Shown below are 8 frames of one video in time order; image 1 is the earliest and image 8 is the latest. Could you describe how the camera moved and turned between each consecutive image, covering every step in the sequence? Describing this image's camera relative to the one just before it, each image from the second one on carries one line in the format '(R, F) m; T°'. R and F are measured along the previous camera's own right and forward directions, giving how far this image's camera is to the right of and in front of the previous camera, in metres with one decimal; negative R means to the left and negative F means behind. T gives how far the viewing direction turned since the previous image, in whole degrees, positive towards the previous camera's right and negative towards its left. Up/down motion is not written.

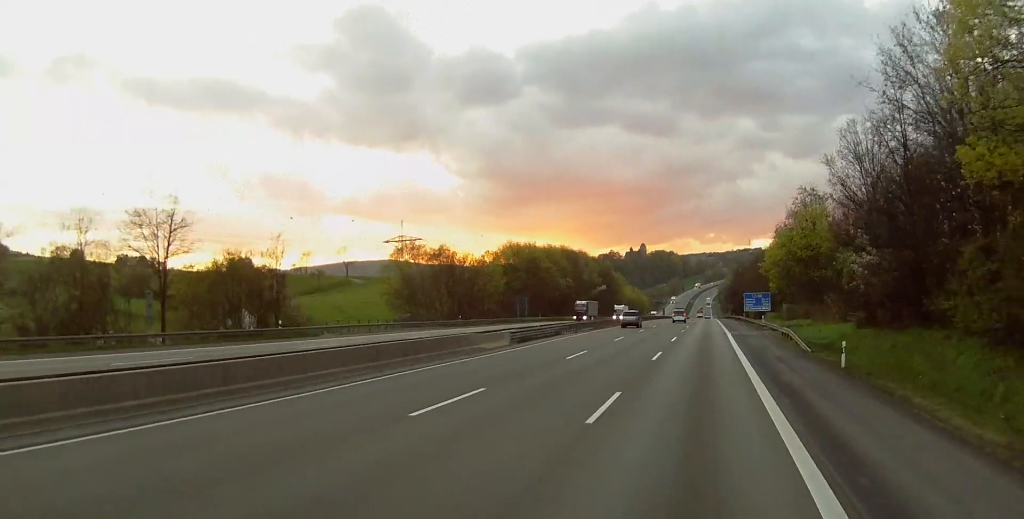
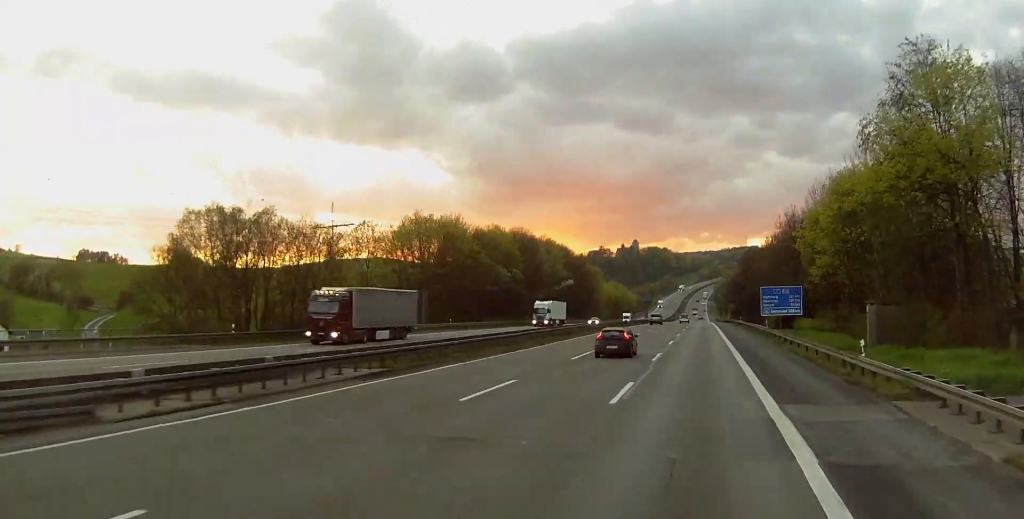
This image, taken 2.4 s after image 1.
(+1.0, +54.7) m; +2°
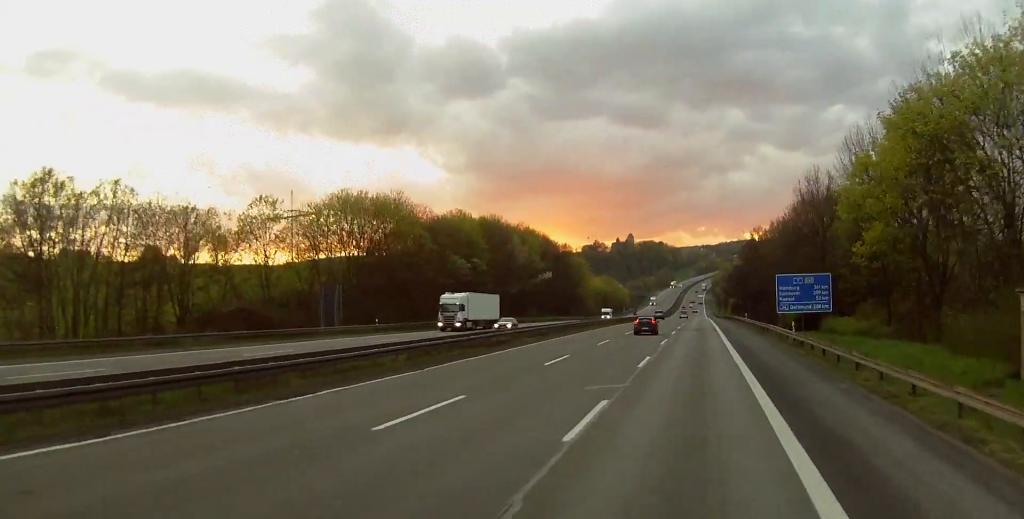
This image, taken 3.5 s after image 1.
(0.0, +23.6) m; -1°
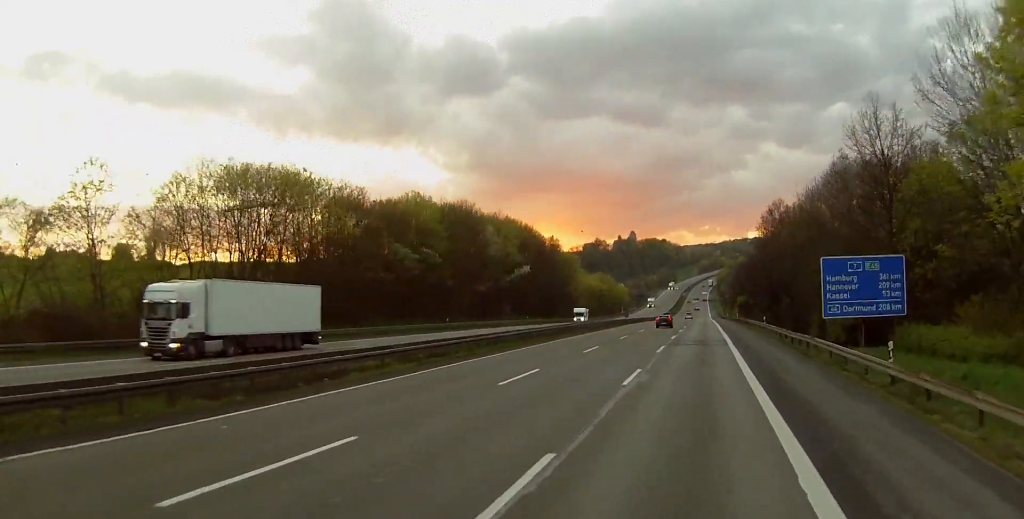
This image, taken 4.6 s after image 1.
(-0.5, +24.9) m; -1°
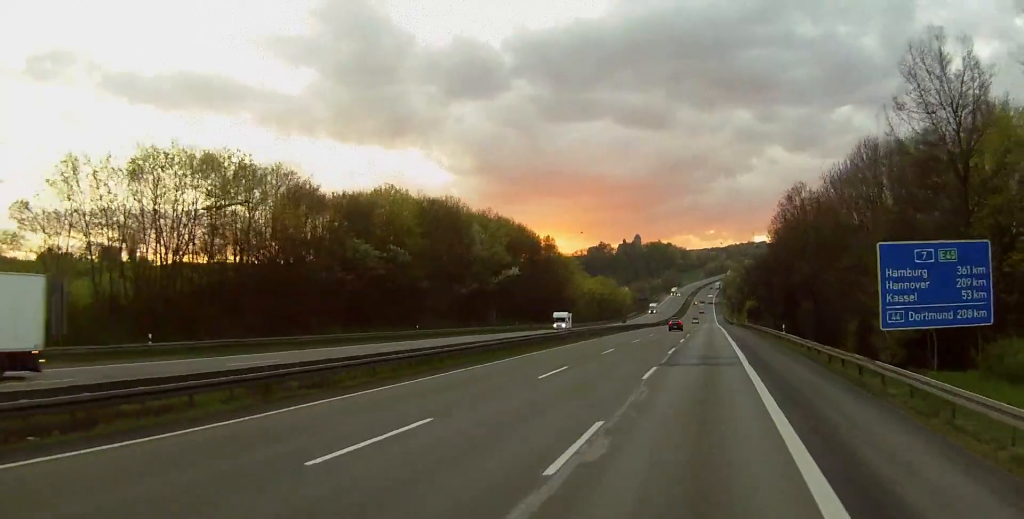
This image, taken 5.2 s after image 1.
(-0.2, +13.2) m; +1°
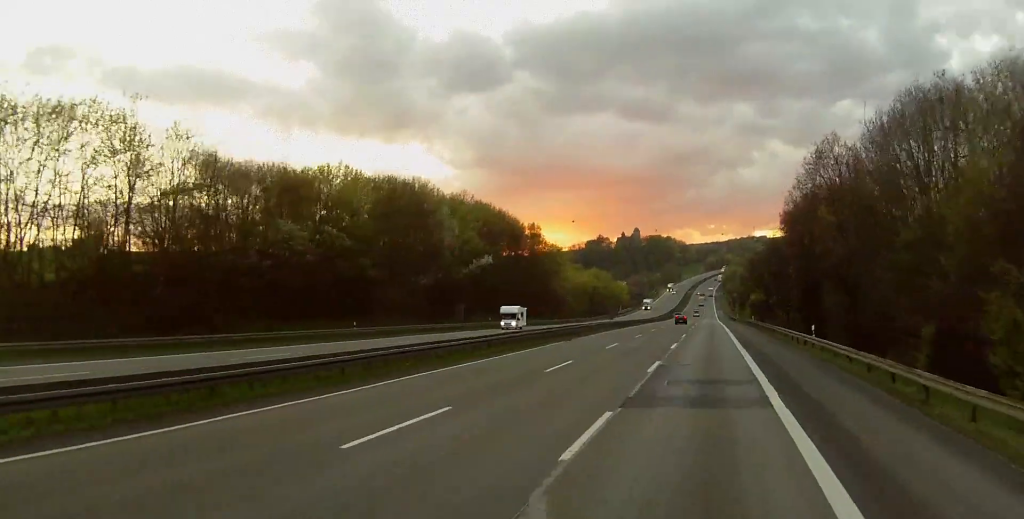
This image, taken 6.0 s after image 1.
(+0.5, +16.9) m; 0°
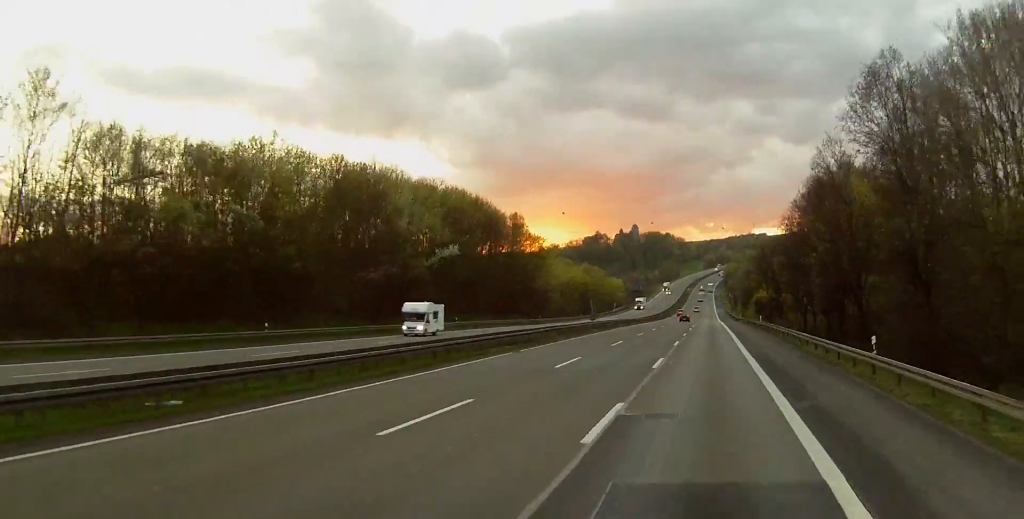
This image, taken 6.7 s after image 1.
(-0.2, +16.2) m; 0°
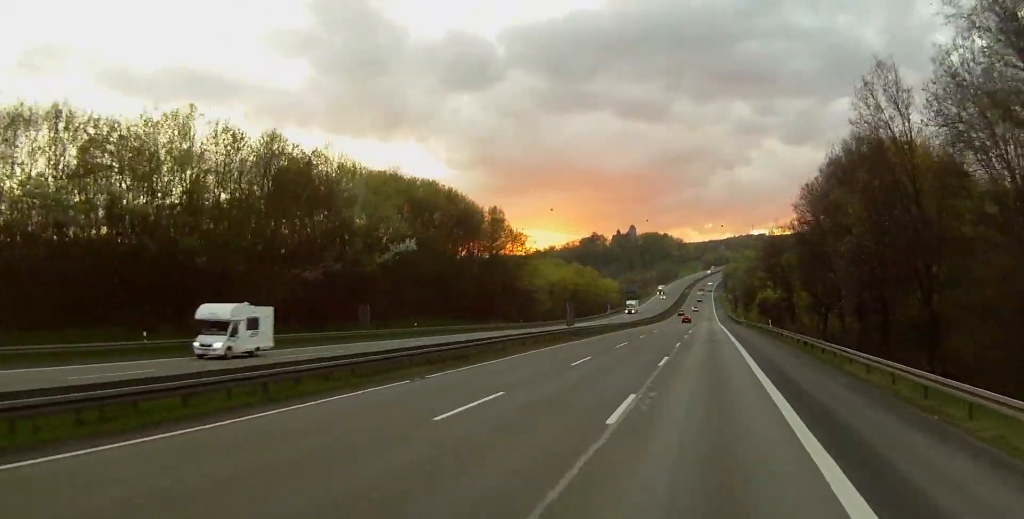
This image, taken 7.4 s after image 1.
(-0.2, +14.7) m; 0°
